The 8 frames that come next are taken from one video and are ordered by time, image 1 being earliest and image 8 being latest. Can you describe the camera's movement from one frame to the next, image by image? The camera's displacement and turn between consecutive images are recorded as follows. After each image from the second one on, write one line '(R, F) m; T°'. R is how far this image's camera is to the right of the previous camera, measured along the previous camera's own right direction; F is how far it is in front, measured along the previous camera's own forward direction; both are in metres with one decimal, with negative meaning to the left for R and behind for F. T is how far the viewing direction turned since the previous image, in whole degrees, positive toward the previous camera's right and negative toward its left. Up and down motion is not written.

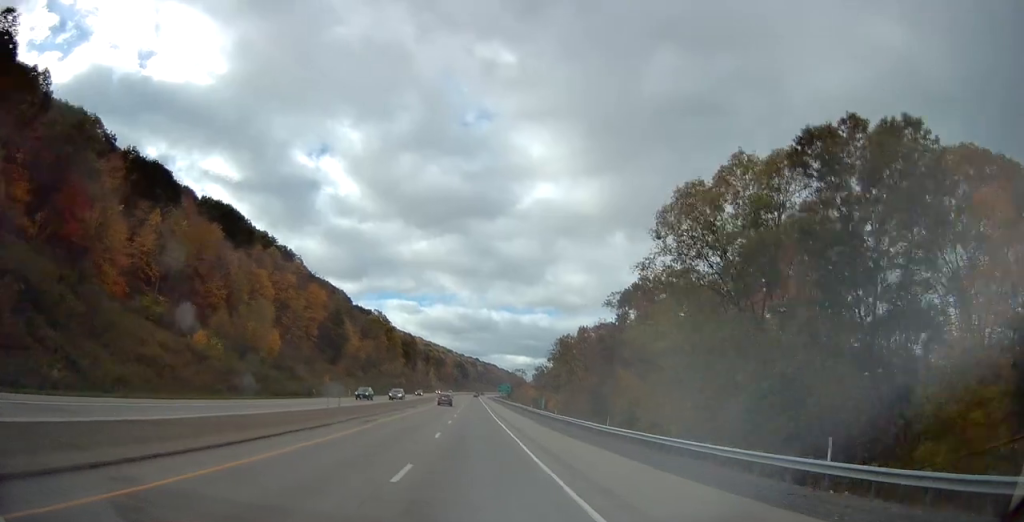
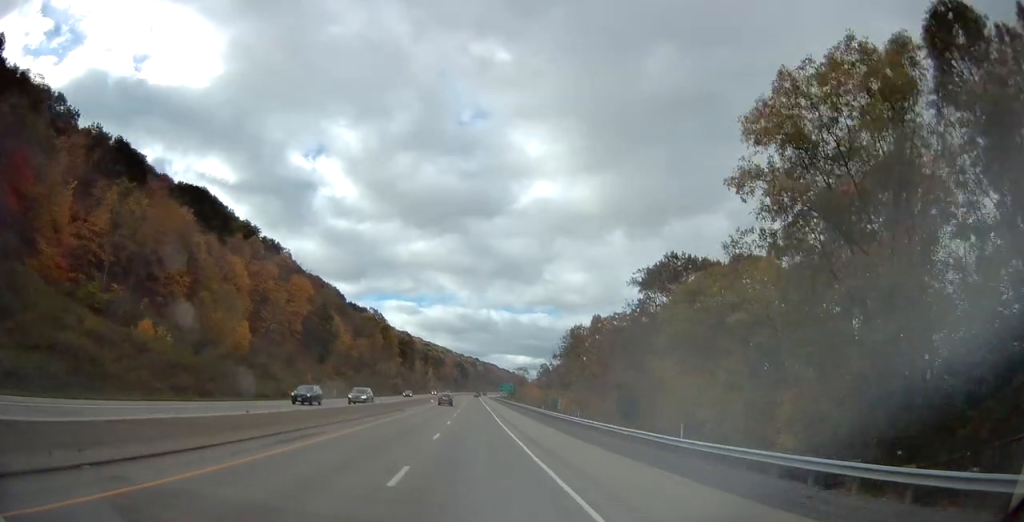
(0.0, +12.9) m; 0°
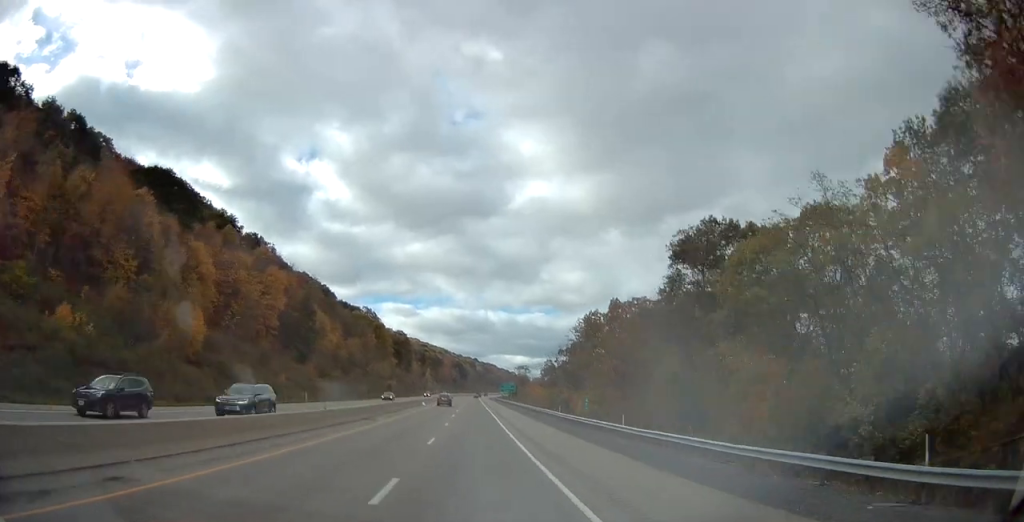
(0.0, +14.0) m; 0°
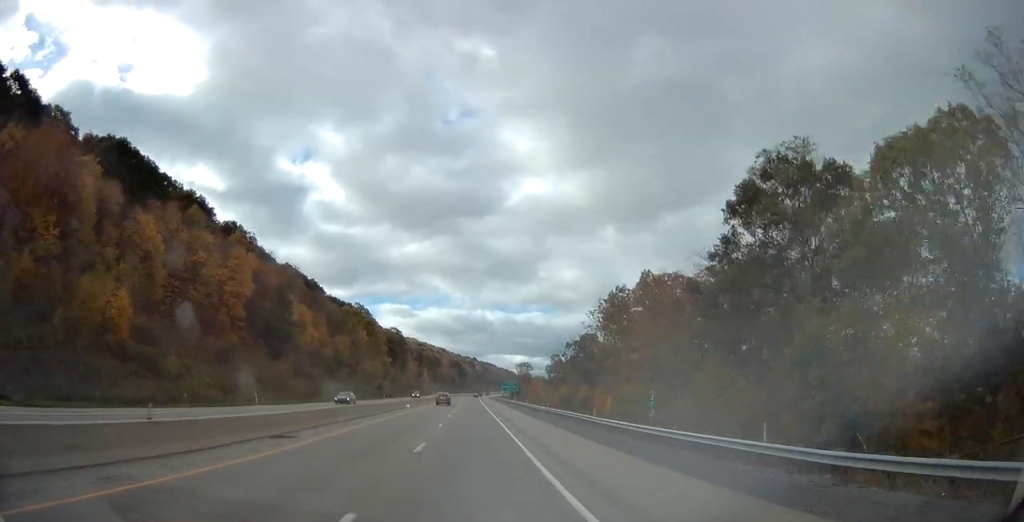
(0.0, +16.2) m; 0°
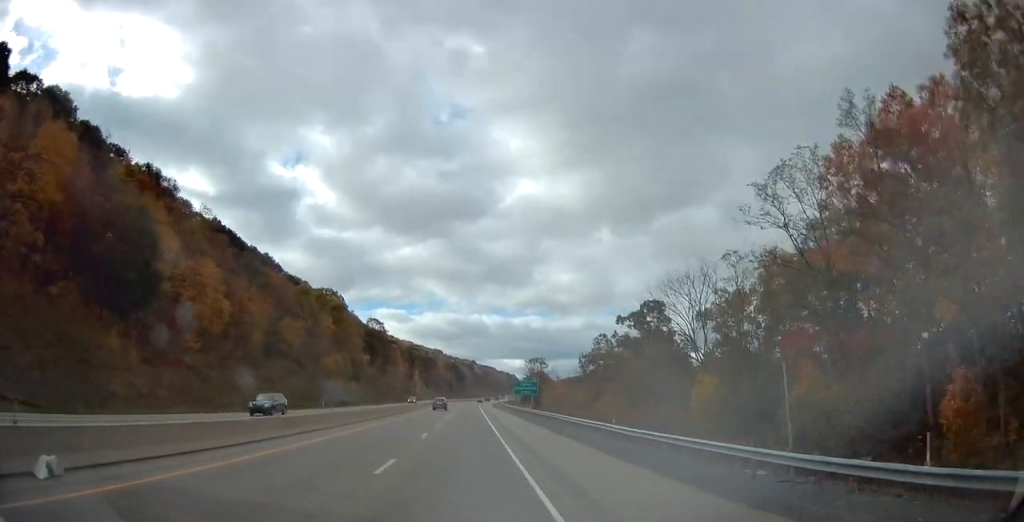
(+0.2, +53.0) m; 0°
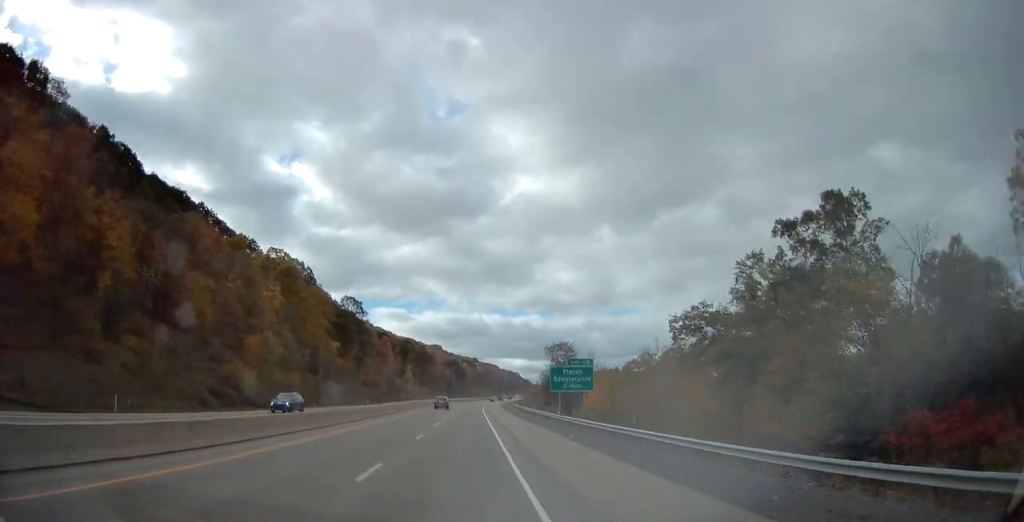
(-0.1, +49.8) m; 0°
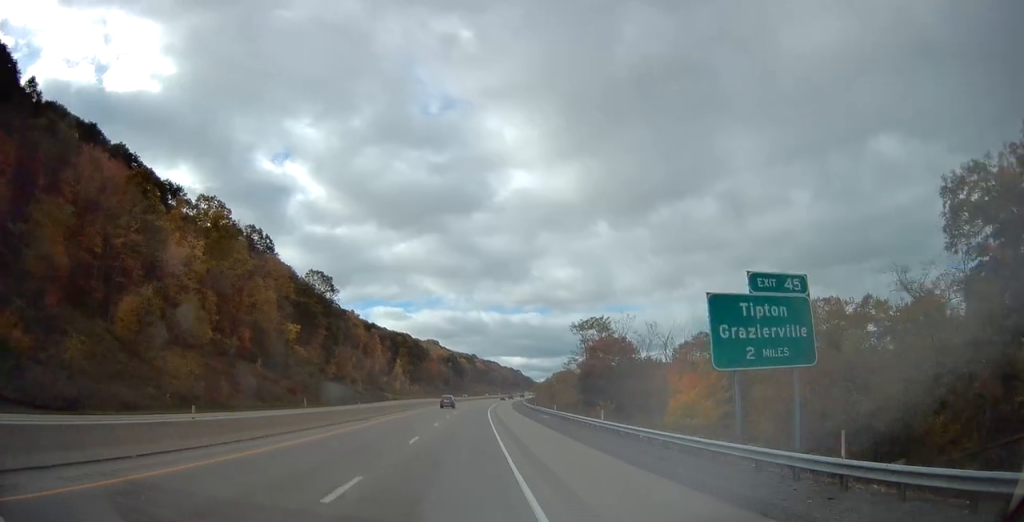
(-0.2, +39.0) m; 0°
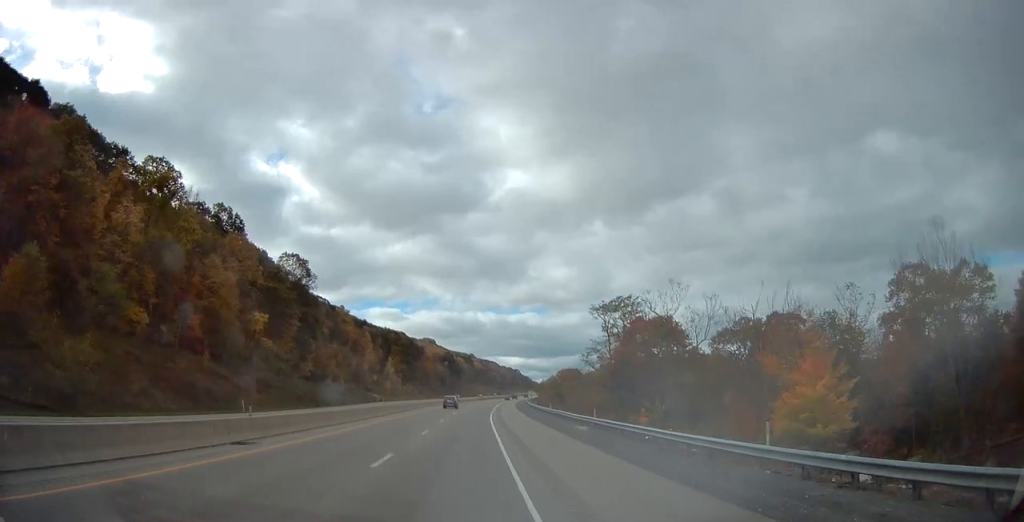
(+0.1, +19.5) m; 0°
